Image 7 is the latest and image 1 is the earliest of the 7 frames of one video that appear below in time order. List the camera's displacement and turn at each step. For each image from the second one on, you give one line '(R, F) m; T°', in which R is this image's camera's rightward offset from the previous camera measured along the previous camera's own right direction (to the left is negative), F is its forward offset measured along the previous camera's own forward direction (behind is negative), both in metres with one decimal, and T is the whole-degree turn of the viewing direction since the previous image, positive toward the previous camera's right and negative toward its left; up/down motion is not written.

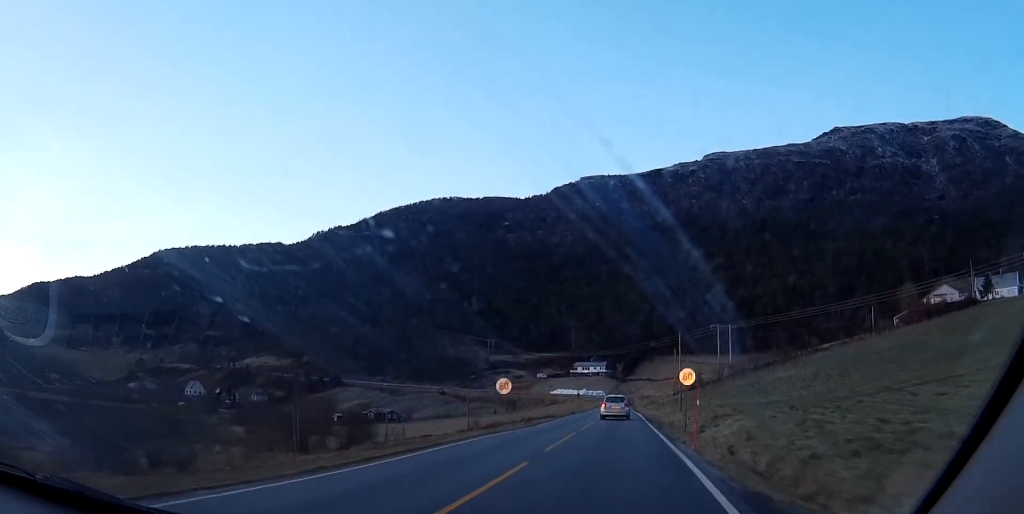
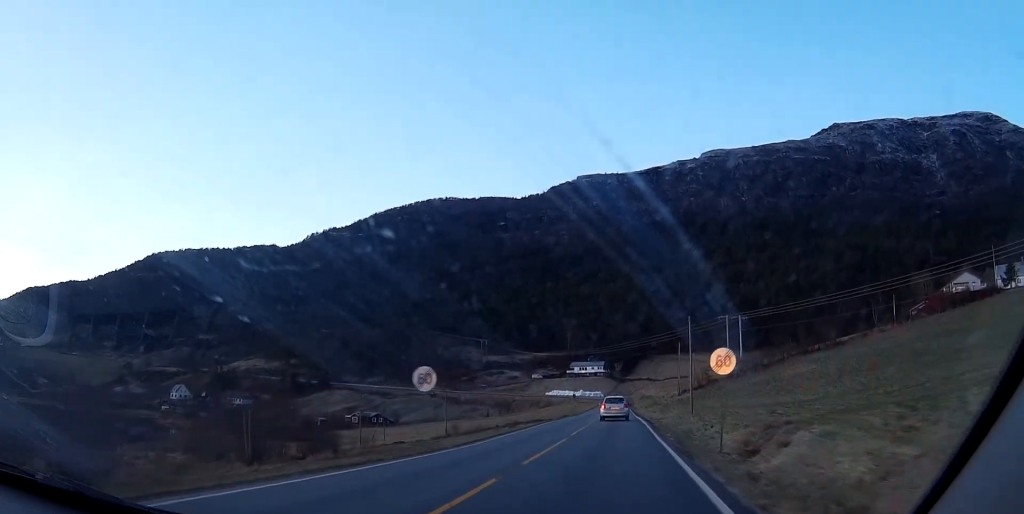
(+0.1, +14.9) m; 0°
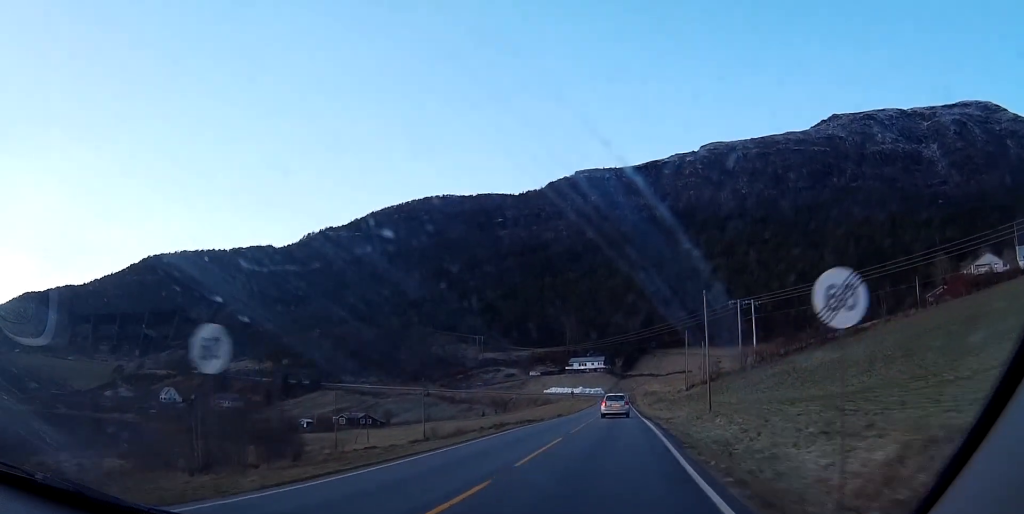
(+0.1, +13.1) m; 0°
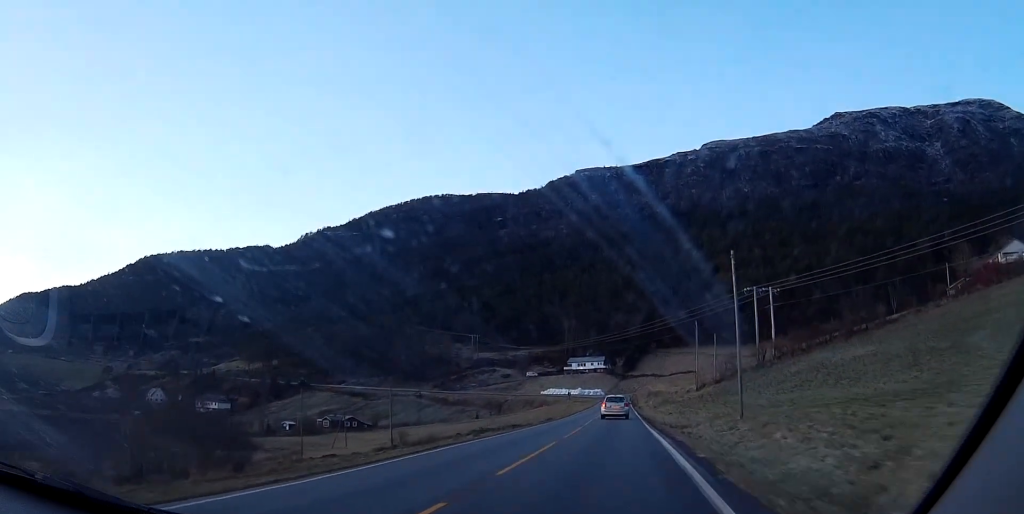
(-0.1, +14.2) m; 0°
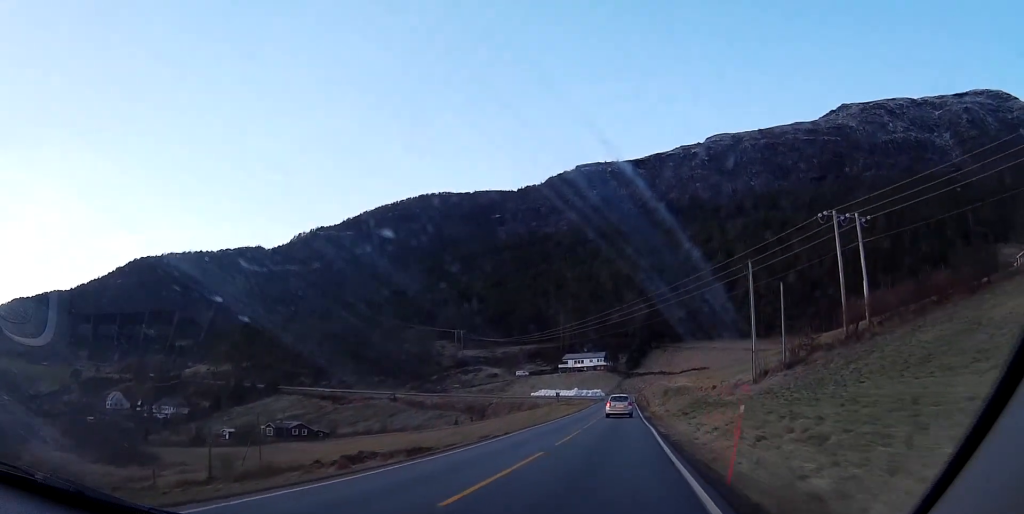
(-0.2, +39.6) m; 0°
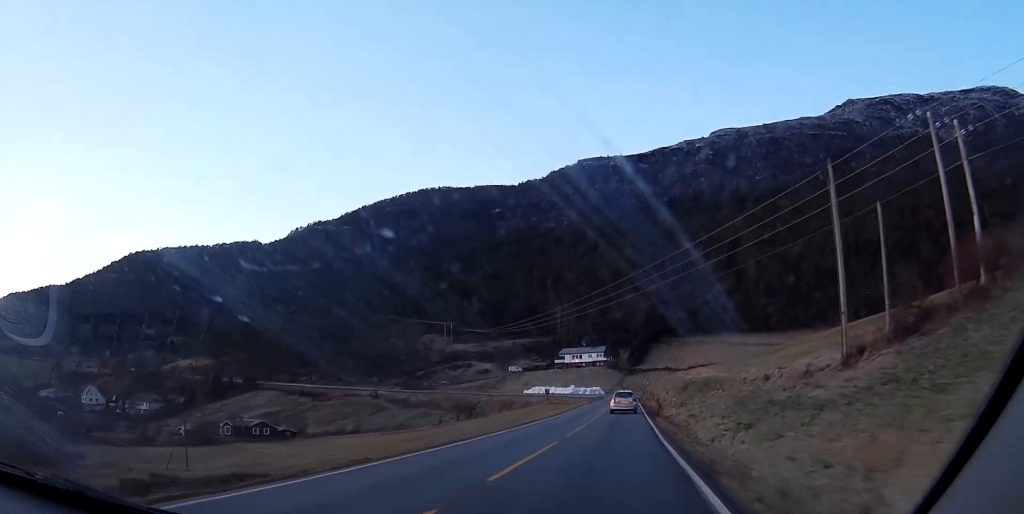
(+0.1, +21.2) m; 0°
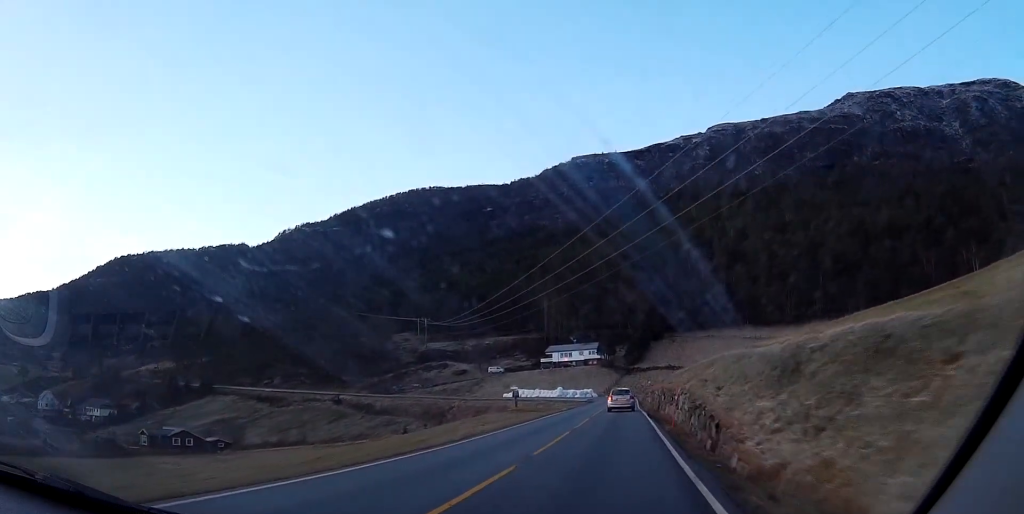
(+0.2, +30.9) m; 0°
